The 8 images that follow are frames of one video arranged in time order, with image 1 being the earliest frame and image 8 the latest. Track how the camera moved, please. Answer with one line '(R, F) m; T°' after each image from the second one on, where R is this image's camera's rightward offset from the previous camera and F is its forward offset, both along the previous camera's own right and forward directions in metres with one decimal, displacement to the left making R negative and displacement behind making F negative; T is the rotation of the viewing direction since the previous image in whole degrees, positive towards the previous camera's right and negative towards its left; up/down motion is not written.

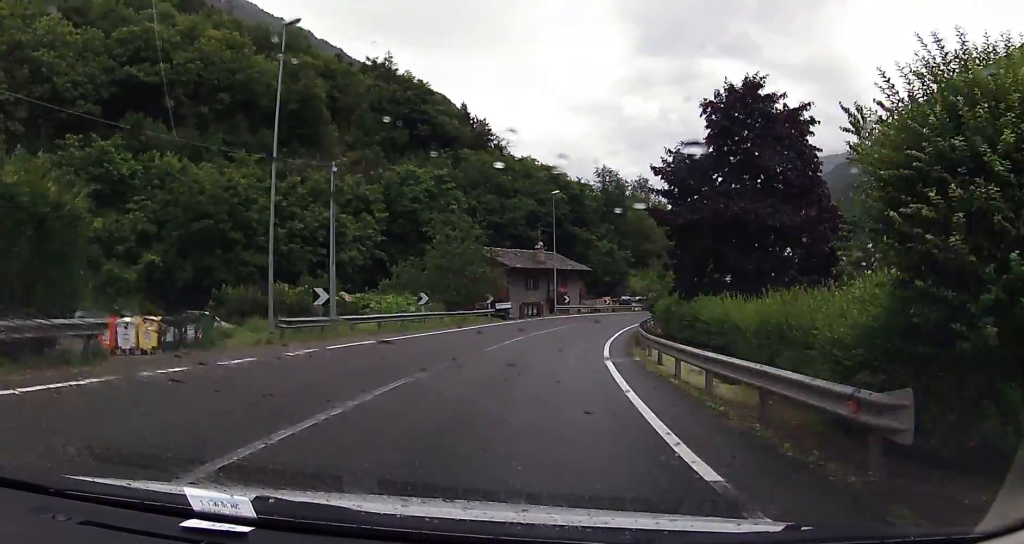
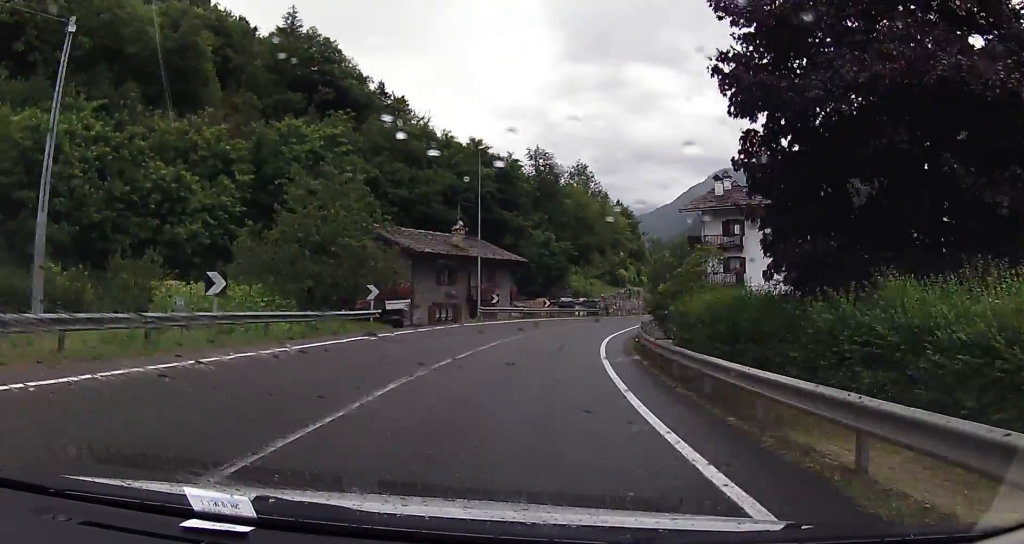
(+1.1, +18.0) m; +7°
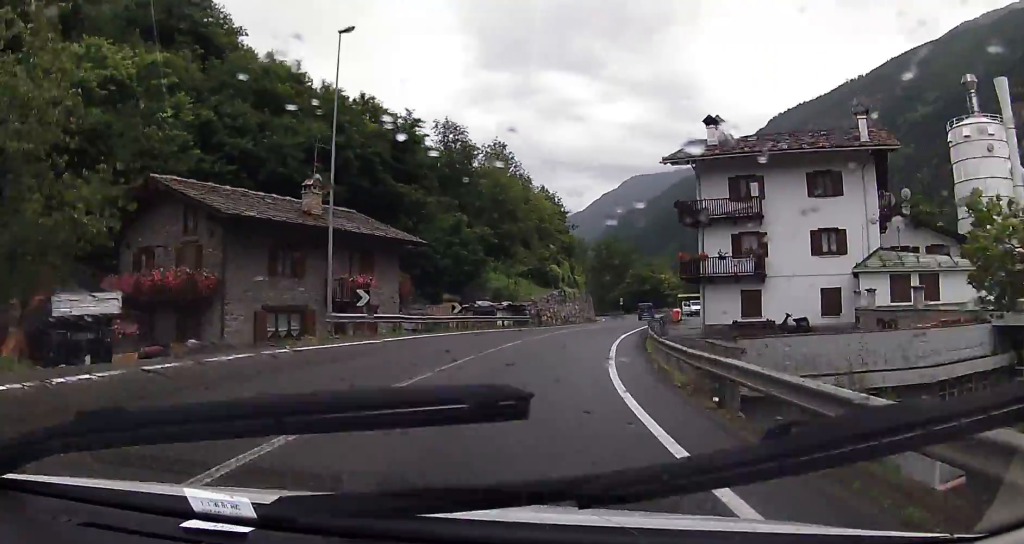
(+1.1, +19.7) m; +7°
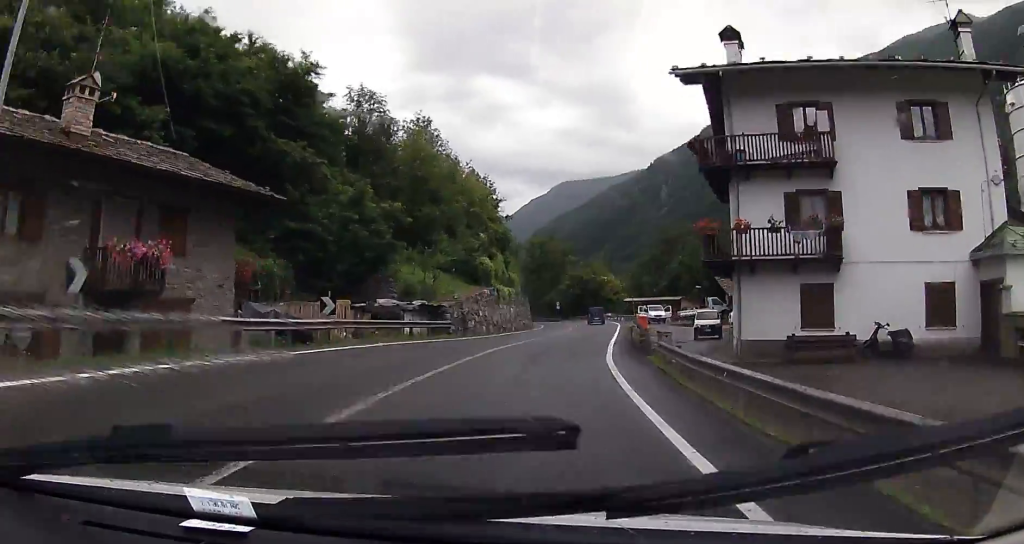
(+0.7, +14.4) m; +6°
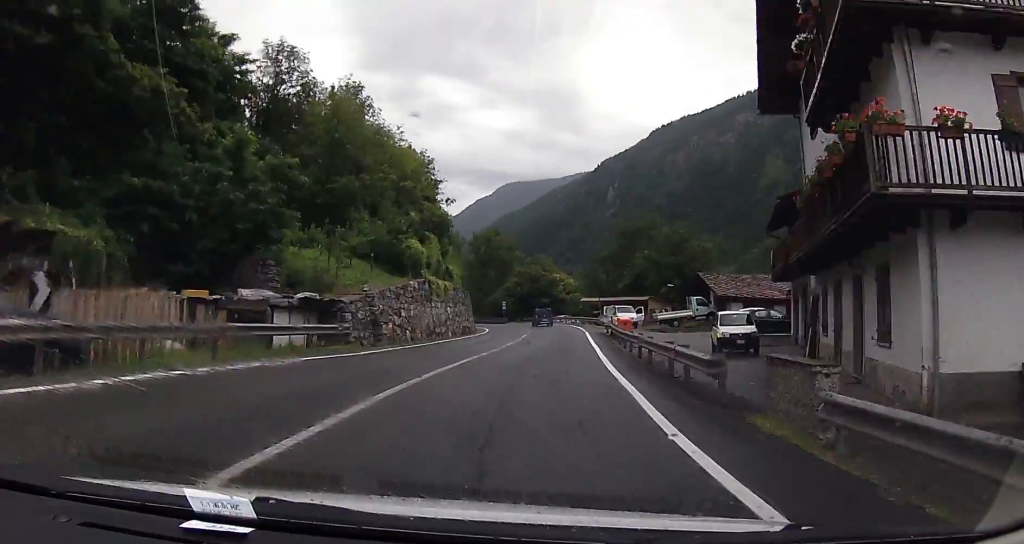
(+0.4, +12.5) m; +5°
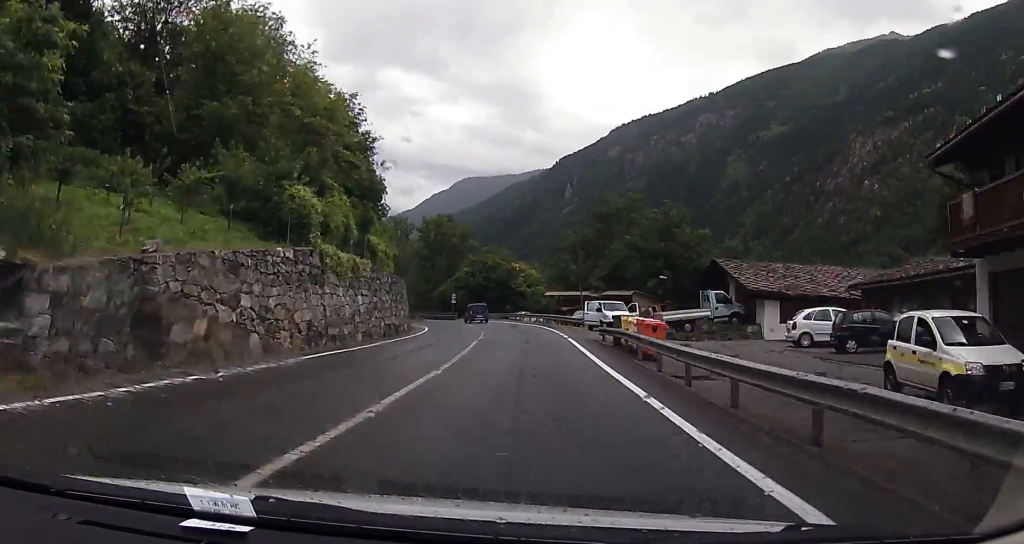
(+1.0, +15.7) m; +4°
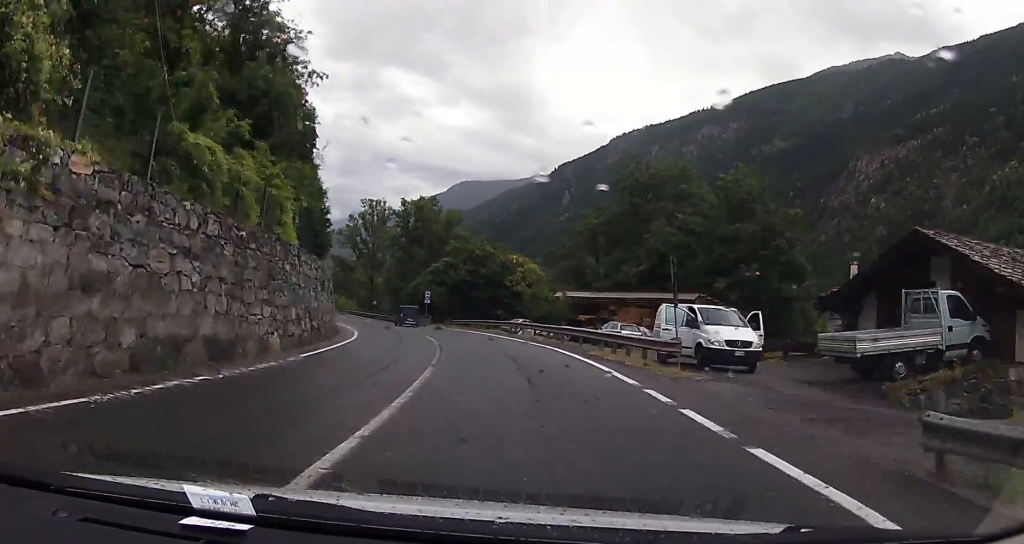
(-0.3, +22.6) m; -3°
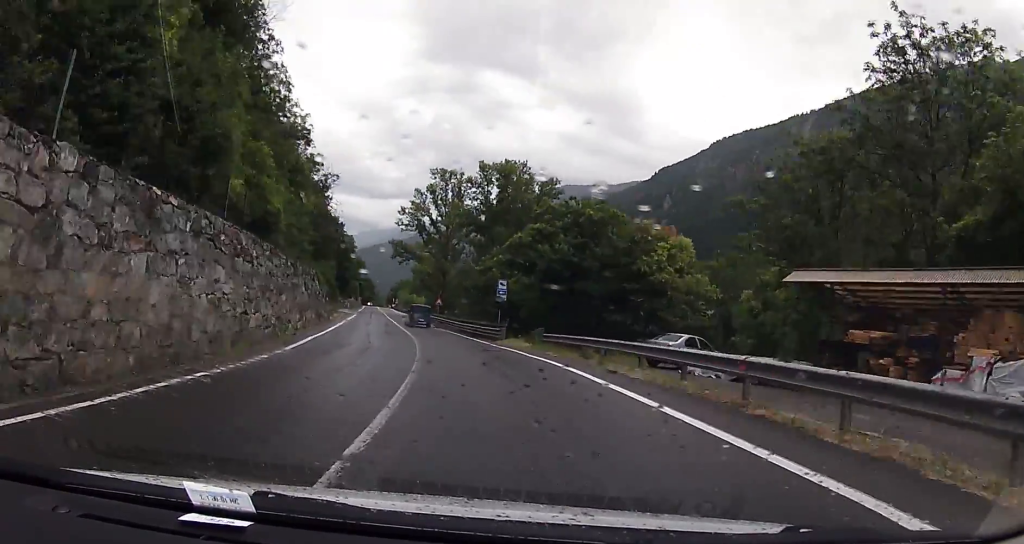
(-1.6, +28.7) m; -8°
